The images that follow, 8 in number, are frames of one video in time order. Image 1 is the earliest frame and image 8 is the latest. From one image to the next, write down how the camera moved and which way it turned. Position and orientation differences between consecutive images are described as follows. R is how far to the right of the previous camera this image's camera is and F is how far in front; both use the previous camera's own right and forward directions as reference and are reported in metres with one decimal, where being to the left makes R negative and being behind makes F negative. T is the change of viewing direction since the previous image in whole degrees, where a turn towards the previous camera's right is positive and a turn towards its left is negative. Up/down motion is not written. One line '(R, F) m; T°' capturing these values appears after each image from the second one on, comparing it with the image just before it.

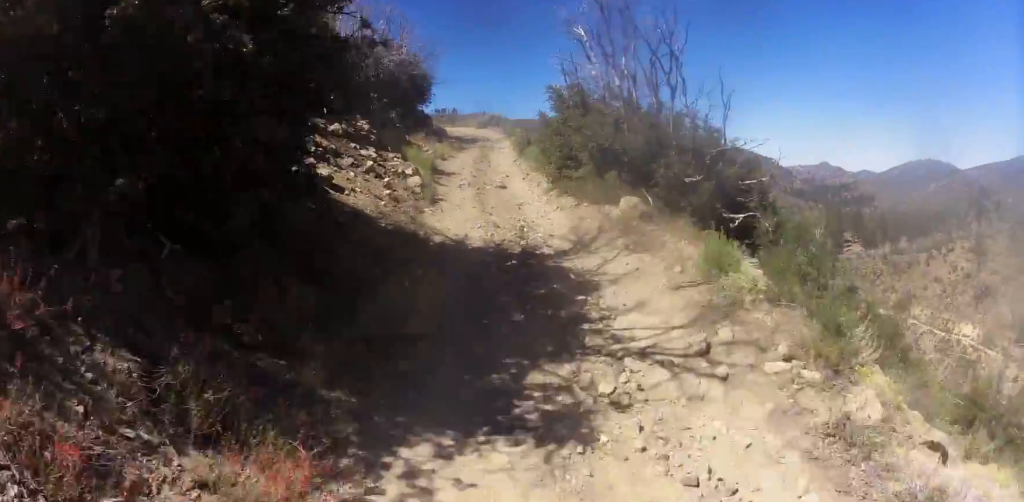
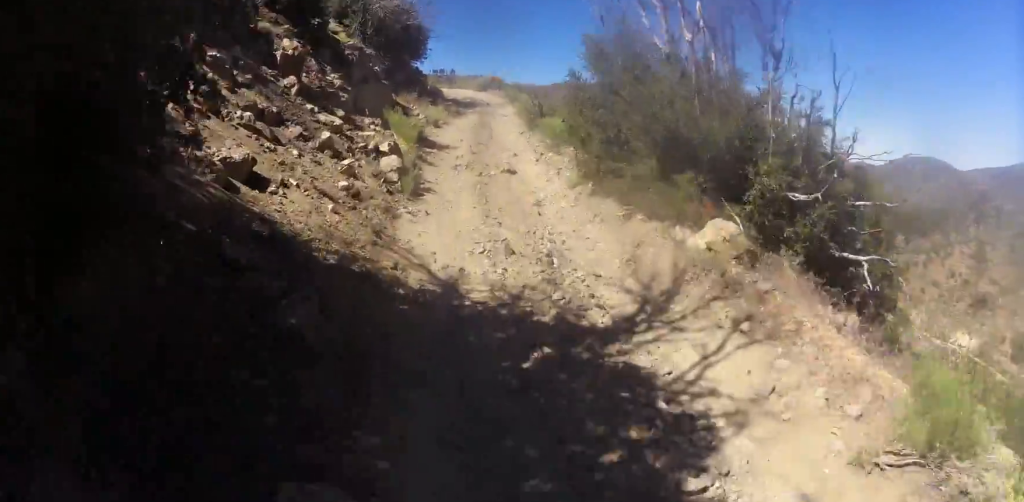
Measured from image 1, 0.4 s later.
(-0.3, +3.4) m; 0°
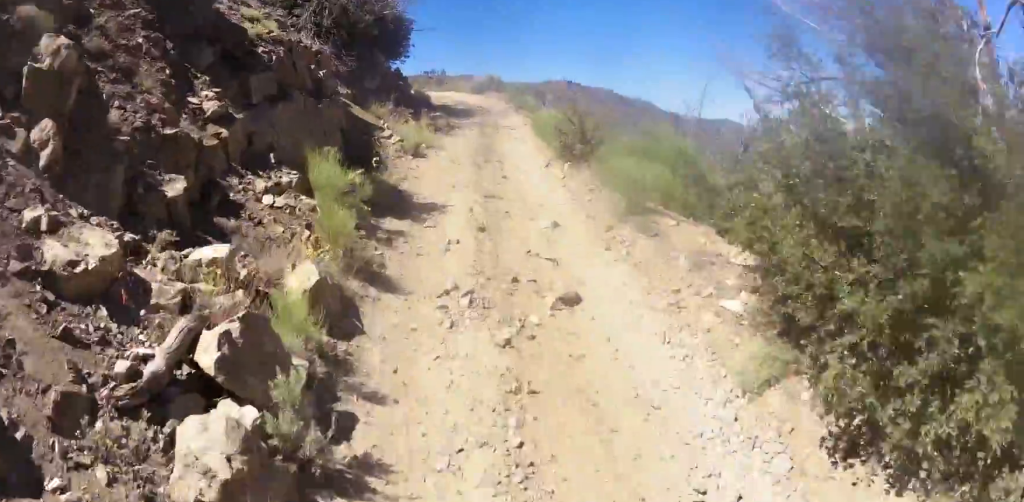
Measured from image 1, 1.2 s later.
(-1.0, +6.5) m; 0°
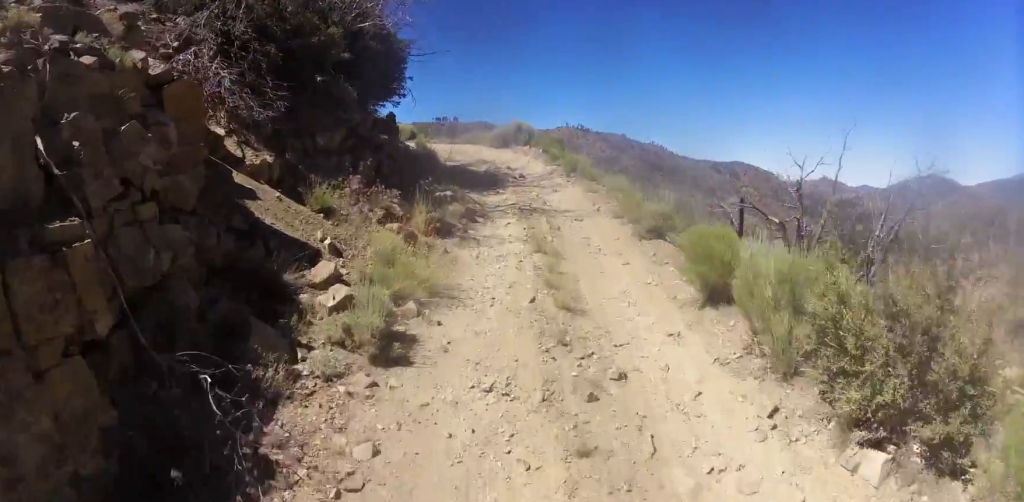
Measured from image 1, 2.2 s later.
(+1.5, +7.9) m; +5°
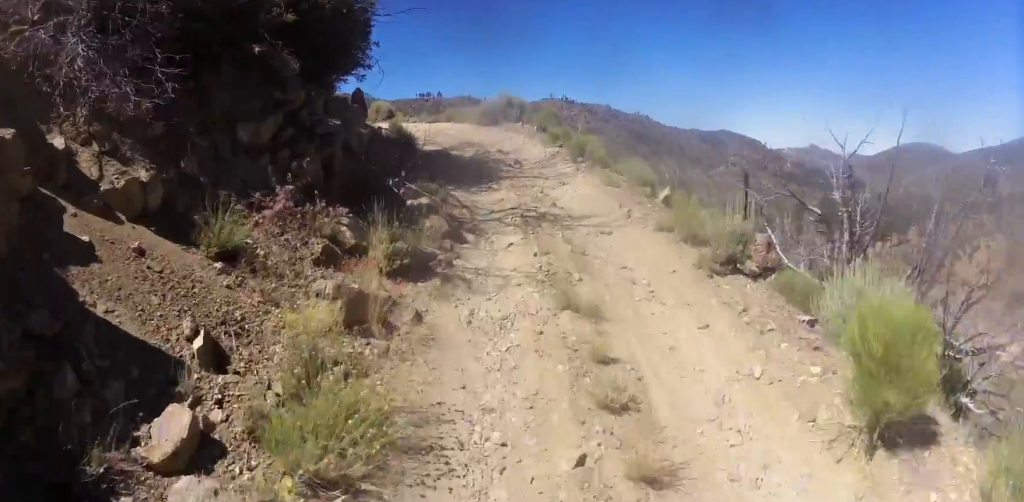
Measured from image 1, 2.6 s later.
(-0.4, +3.0) m; 0°
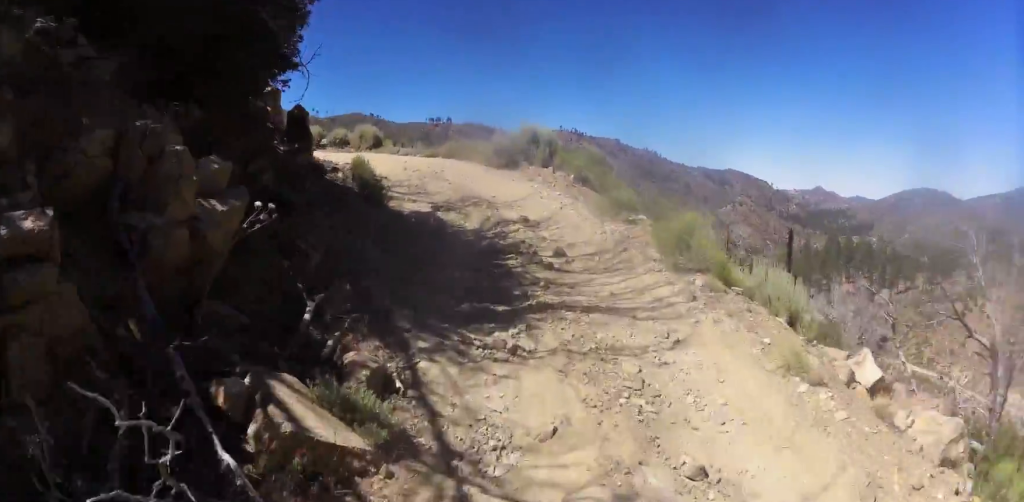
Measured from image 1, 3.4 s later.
(-0.2, +6.1) m; 0°
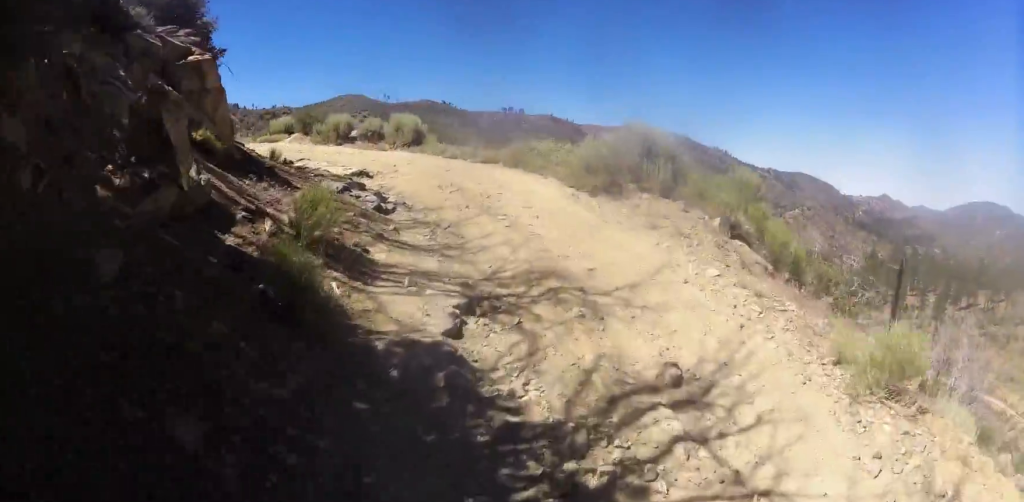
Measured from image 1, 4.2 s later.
(+0.5, +5.8) m; -3°
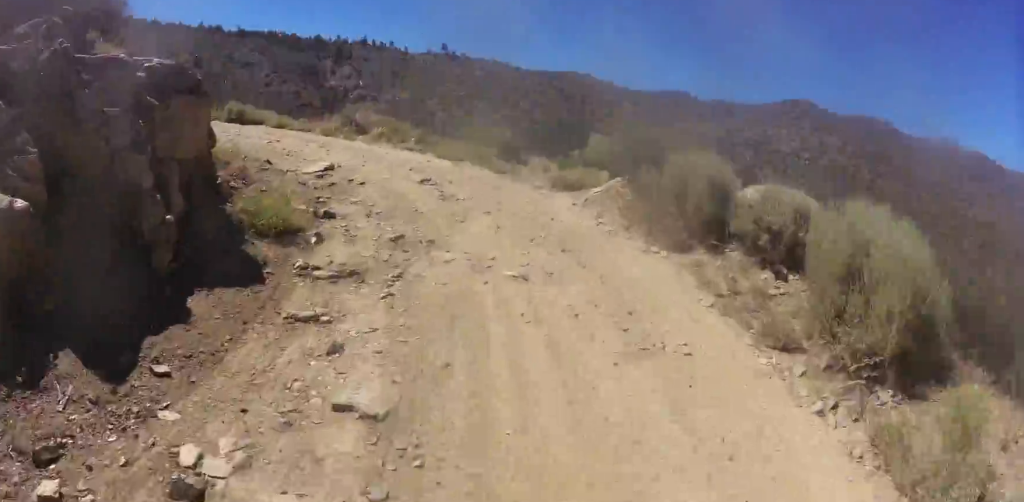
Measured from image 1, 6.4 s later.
(-4.6, +11.5) m; -47°
